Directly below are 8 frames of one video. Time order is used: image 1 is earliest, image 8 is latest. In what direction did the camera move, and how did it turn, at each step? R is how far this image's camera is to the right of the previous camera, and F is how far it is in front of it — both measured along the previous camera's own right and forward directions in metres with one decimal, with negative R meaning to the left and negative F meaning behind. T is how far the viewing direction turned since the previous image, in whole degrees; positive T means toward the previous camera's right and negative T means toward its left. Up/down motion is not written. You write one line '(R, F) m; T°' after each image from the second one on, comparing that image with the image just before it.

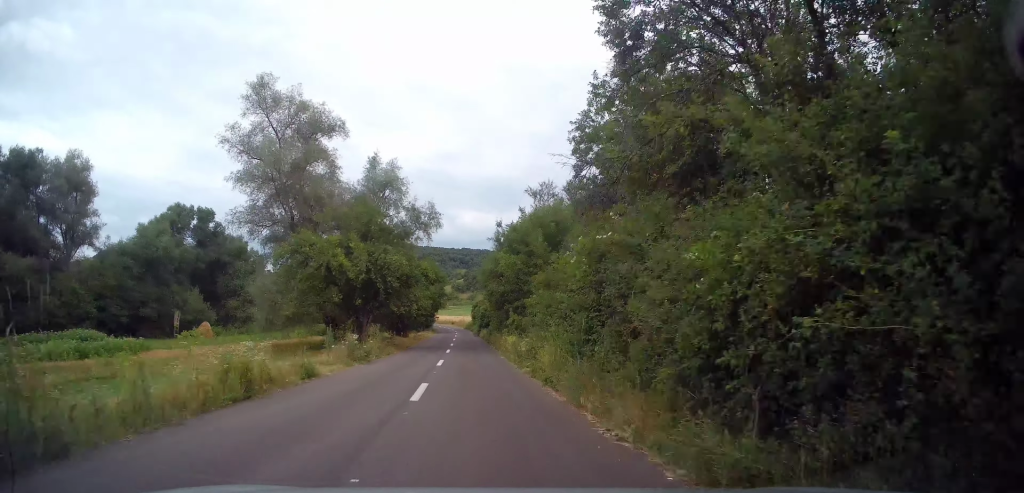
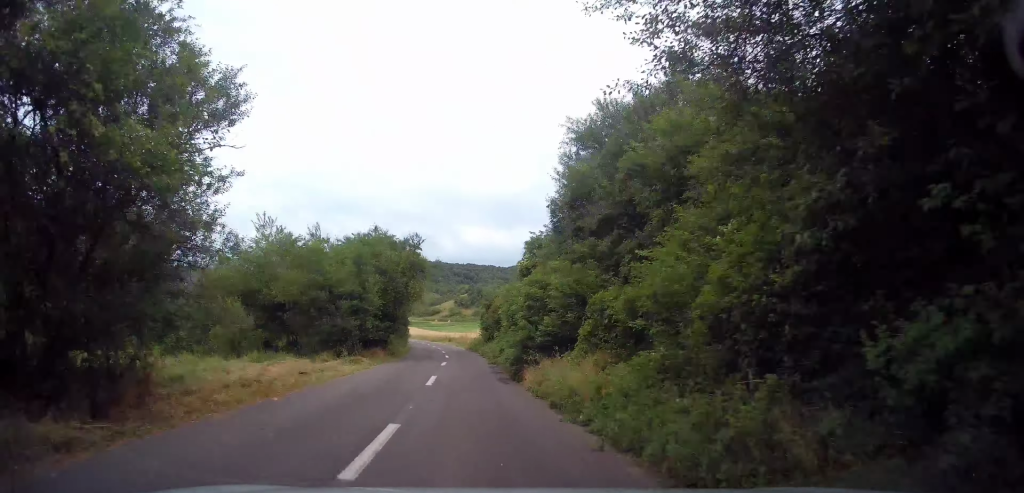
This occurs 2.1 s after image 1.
(+0.4, +39.8) m; 0°
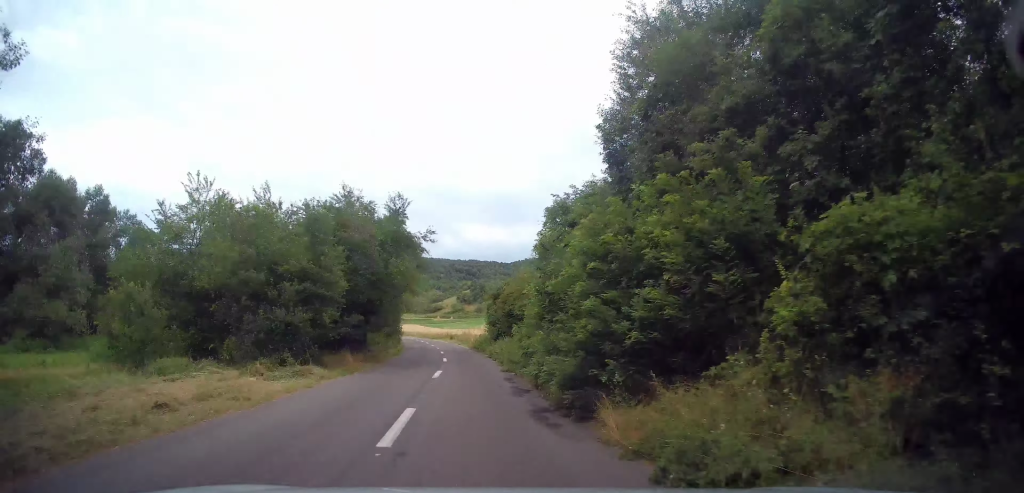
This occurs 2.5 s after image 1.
(0.0, +7.4) m; -1°
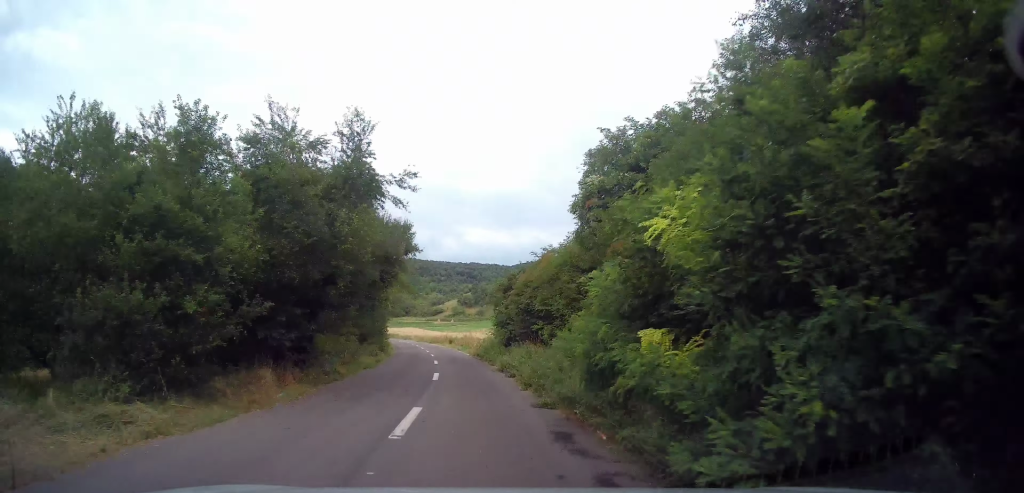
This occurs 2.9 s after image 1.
(-0.1, +7.7) m; -1°
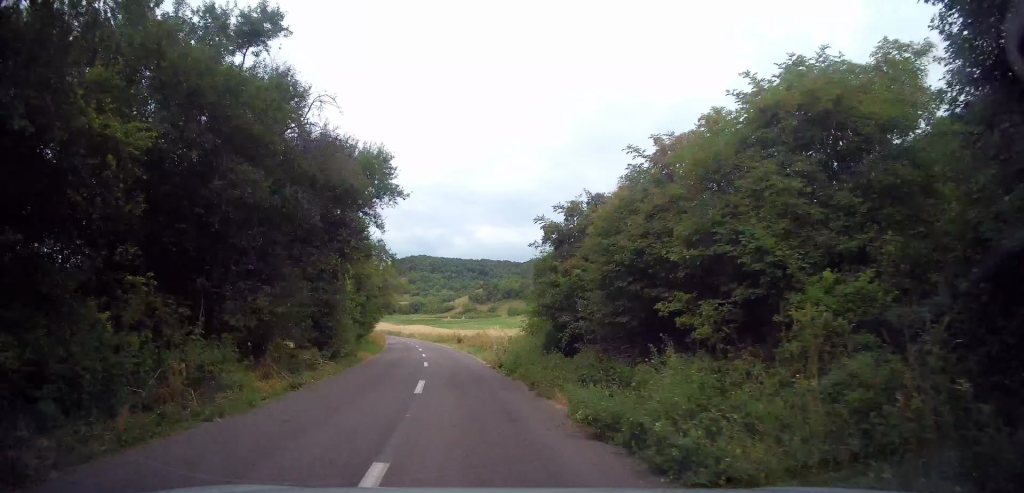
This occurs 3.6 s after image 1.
(-0.2, +12.1) m; -1°
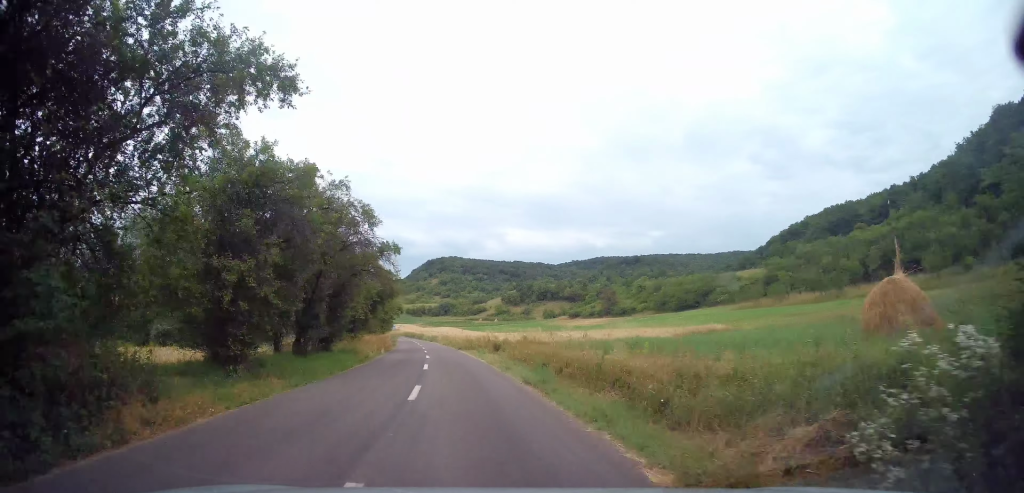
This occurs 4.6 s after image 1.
(0.0, +15.3) m; -1°
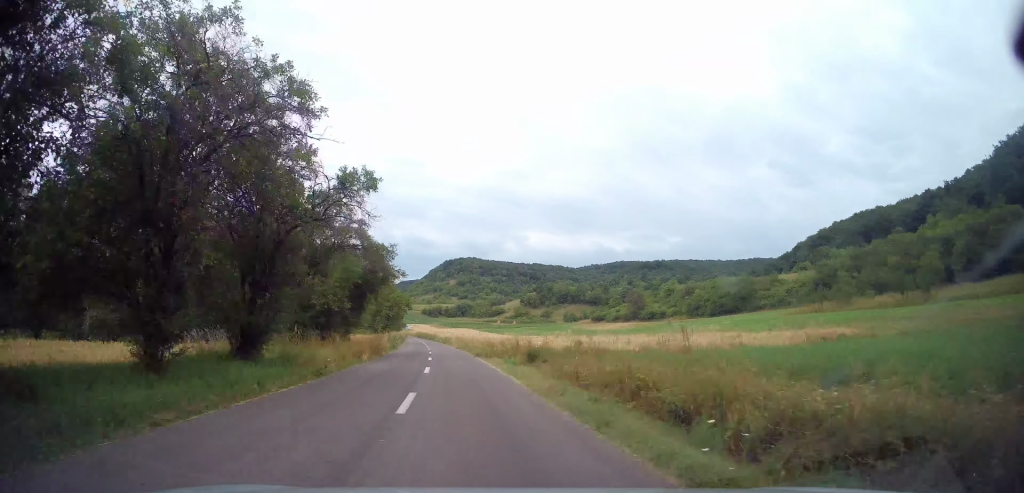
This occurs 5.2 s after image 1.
(-0.2, +8.0) m; -2°
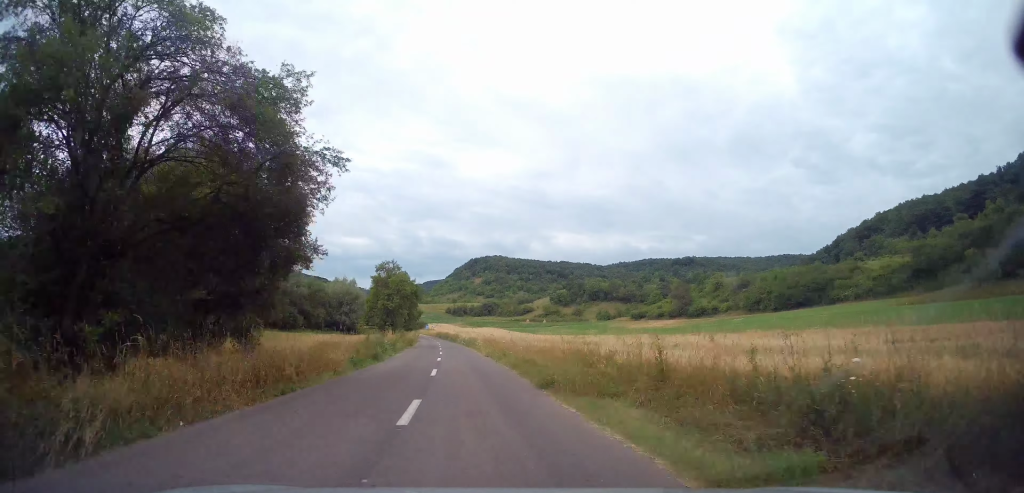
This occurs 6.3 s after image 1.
(-0.4, +14.4) m; -3°
